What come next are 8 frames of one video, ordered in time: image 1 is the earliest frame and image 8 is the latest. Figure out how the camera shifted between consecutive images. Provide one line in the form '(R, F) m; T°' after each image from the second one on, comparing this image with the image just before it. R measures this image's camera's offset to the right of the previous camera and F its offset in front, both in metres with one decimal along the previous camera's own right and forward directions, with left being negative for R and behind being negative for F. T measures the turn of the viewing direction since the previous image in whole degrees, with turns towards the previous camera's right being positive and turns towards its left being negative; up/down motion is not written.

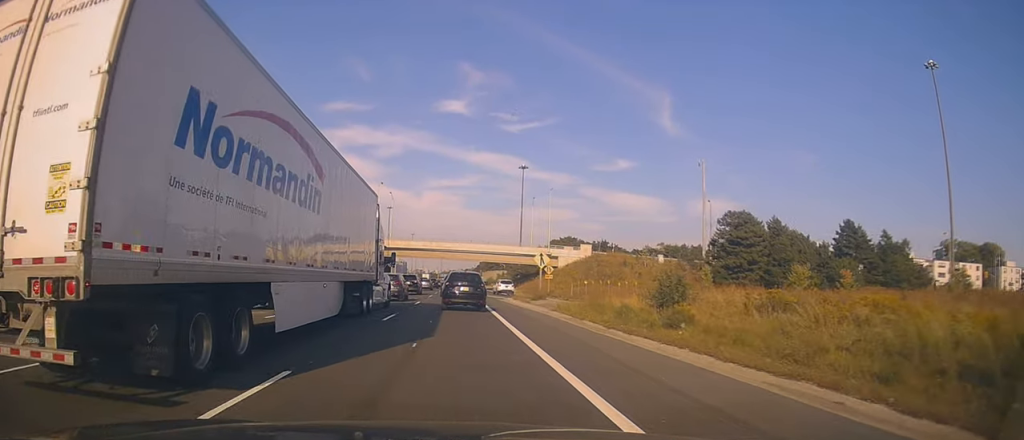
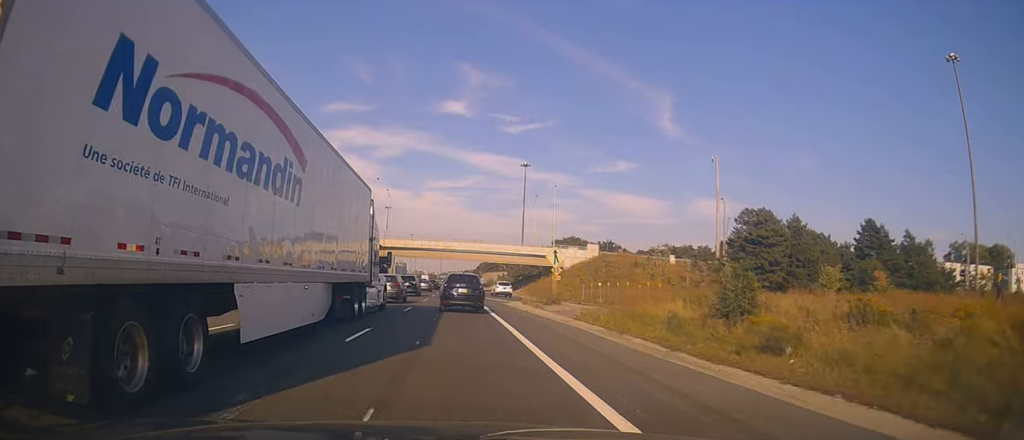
(+0.1, +5.7) m; 0°
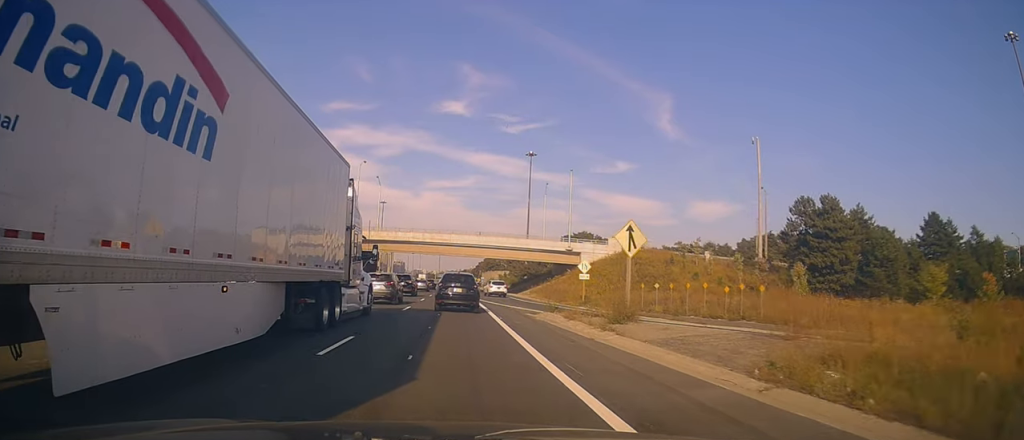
(-0.3, +14.8) m; +1°
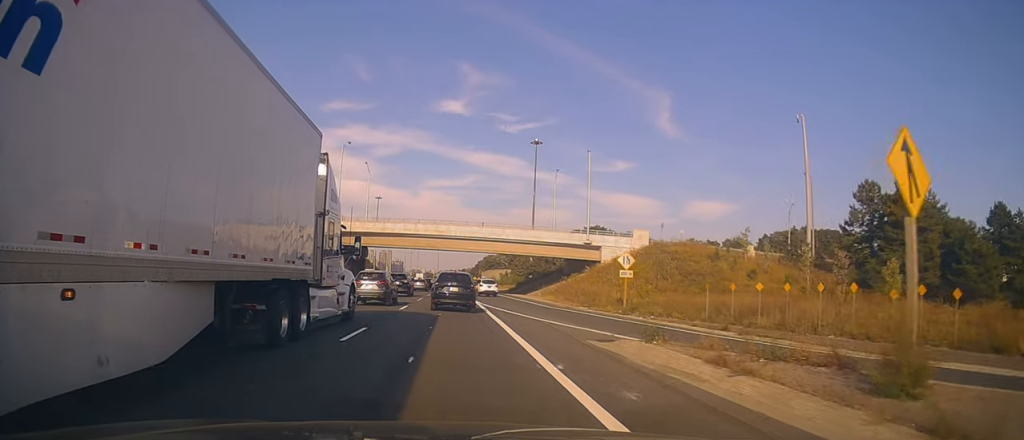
(+0.9, +12.7) m; +2°
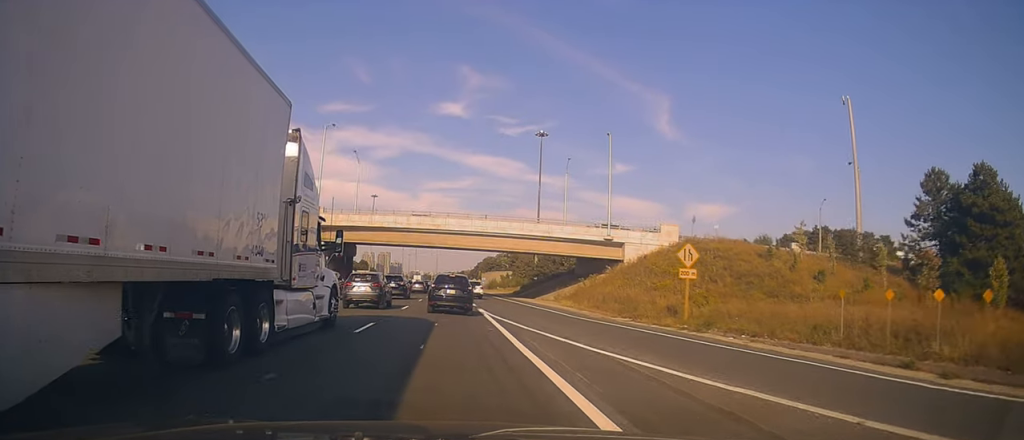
(-0.8, +10.6) m; -4°
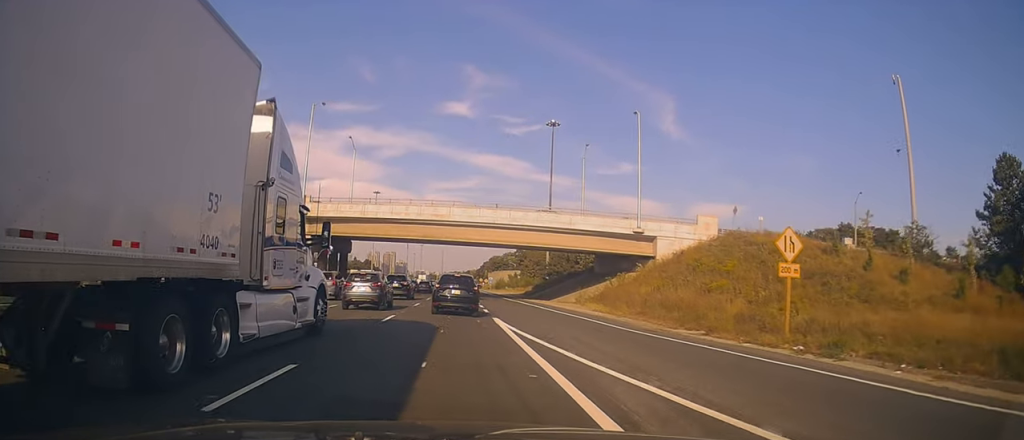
(+0.1, +8.3) m; +4°
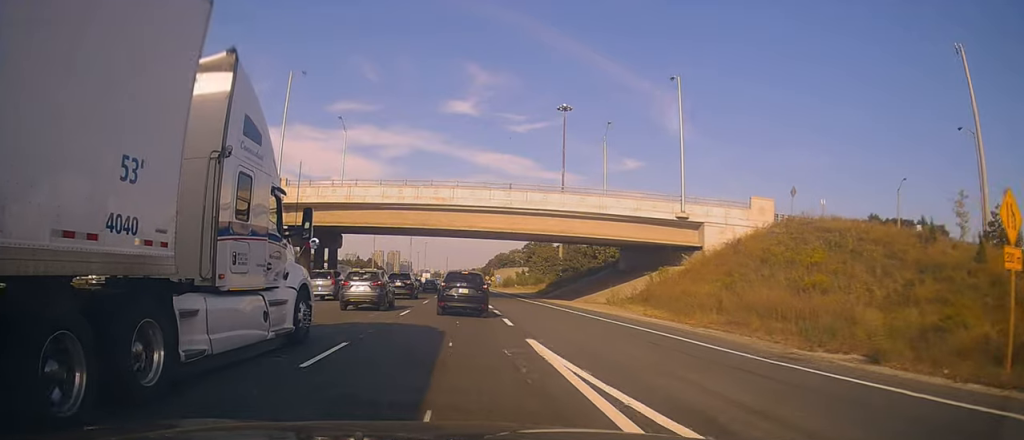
(+0.5, +9.4) m; -1°
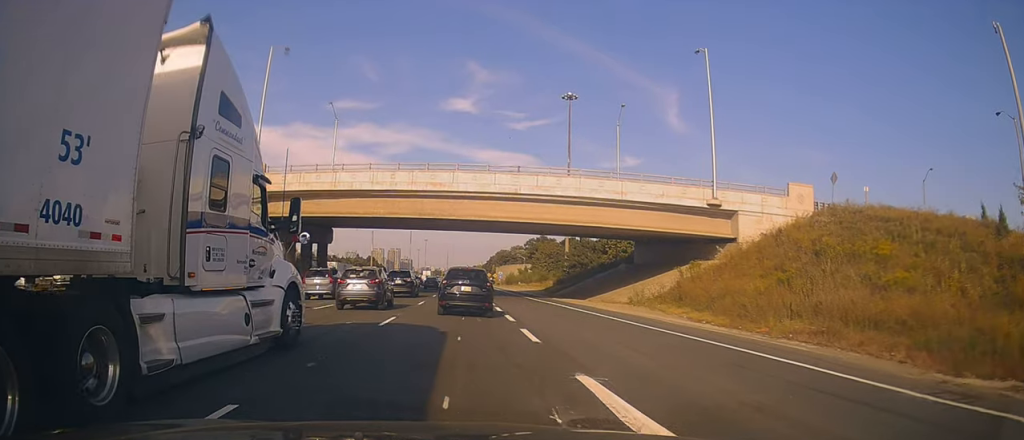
(-0.2, +5.7) m; 0°
